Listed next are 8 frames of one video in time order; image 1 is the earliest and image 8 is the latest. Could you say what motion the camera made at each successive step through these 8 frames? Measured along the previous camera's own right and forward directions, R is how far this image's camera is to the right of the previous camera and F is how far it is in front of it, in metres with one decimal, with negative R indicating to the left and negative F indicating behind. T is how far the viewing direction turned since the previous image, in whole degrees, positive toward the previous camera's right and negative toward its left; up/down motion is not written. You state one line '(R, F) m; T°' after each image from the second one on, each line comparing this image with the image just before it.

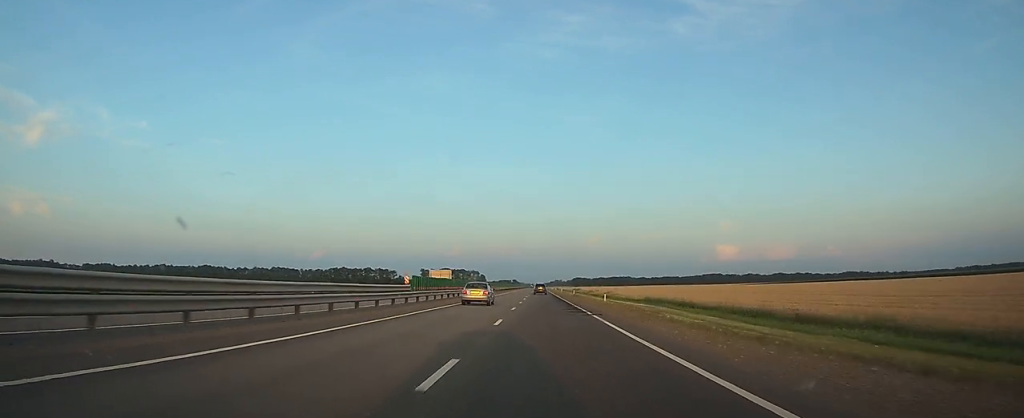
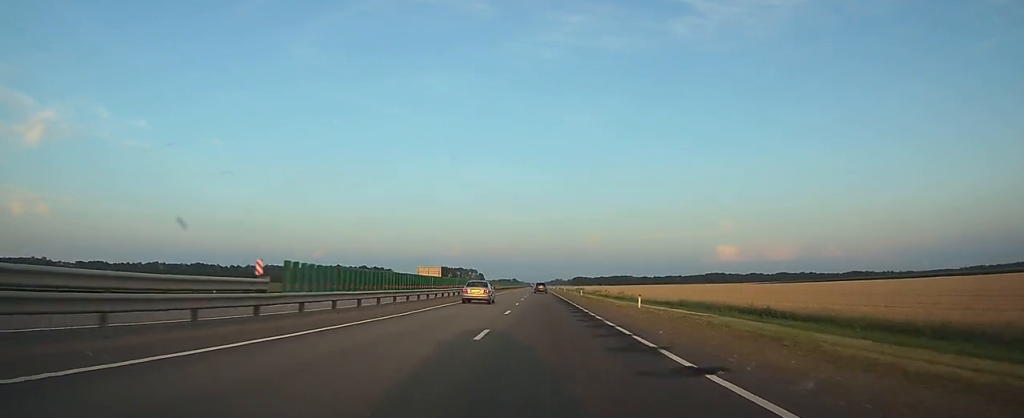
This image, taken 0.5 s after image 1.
(0.0, +17.5) m; 0°
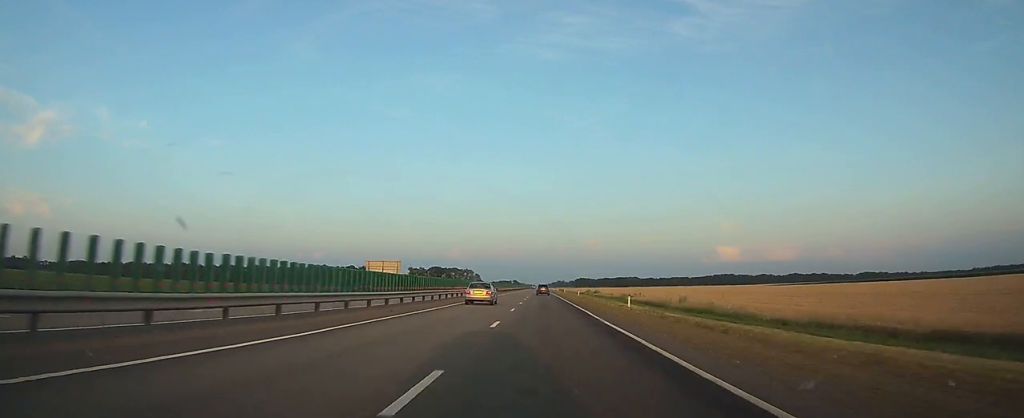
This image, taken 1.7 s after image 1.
(0.0, +43.3) m; 0°
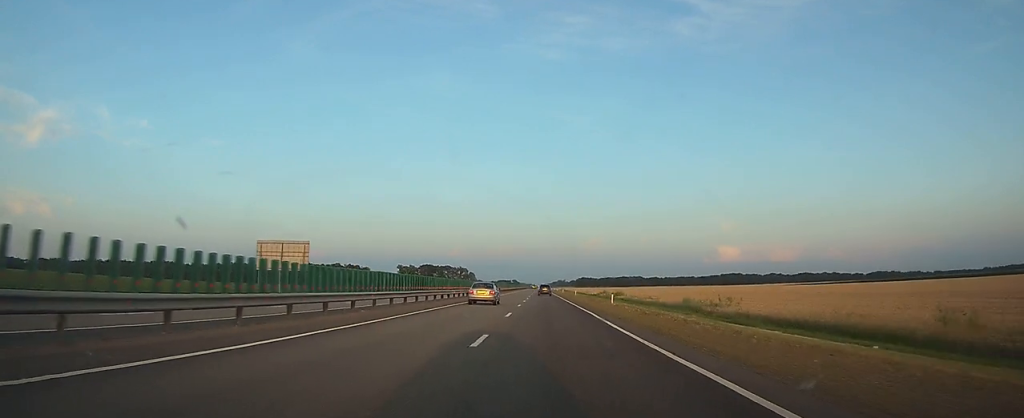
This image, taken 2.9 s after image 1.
(0.0, +41.1) m; 0°
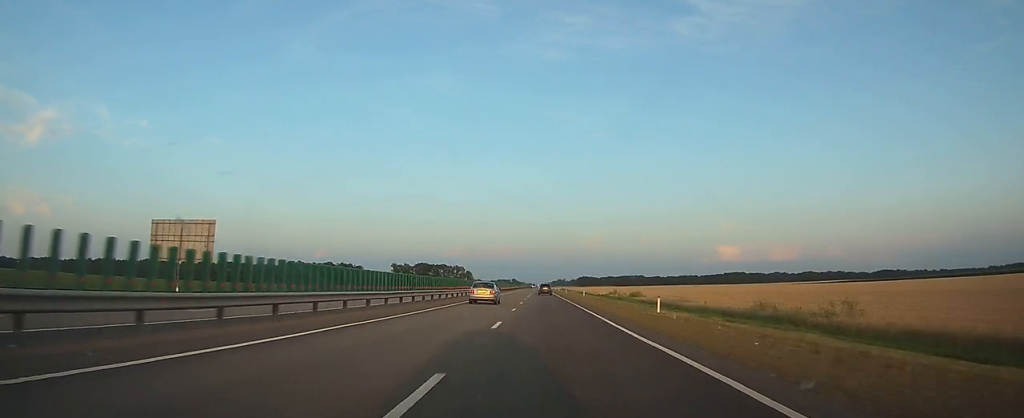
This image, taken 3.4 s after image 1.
(0.0, +18.8) m; 0°
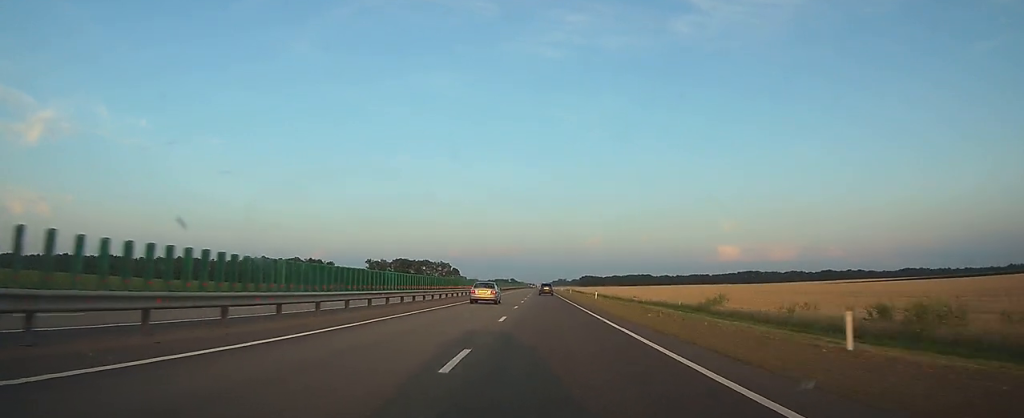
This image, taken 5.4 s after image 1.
(0.0, +68.4) m; 0°
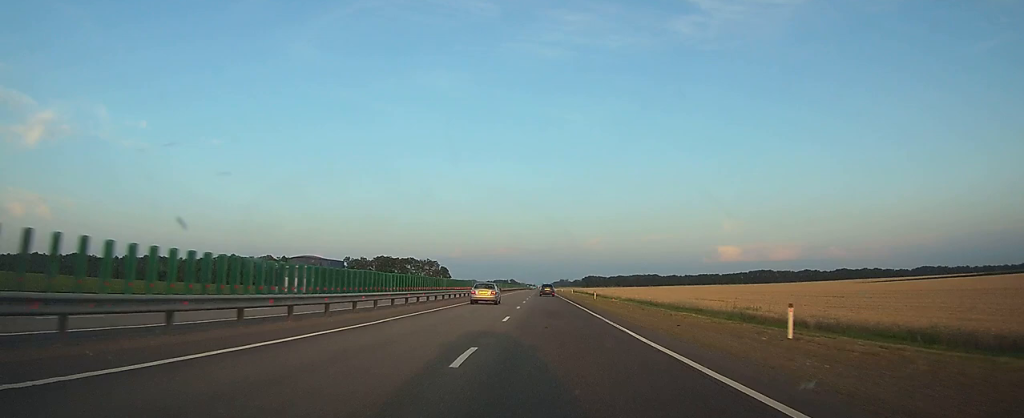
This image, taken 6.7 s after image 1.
(-0.1, +47.1) m; 0°
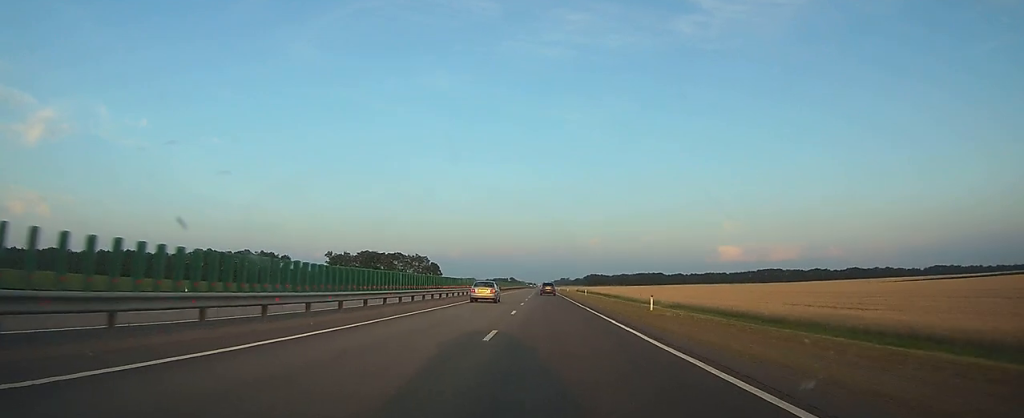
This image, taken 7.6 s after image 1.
(0.0, +31.7) m; 0°
